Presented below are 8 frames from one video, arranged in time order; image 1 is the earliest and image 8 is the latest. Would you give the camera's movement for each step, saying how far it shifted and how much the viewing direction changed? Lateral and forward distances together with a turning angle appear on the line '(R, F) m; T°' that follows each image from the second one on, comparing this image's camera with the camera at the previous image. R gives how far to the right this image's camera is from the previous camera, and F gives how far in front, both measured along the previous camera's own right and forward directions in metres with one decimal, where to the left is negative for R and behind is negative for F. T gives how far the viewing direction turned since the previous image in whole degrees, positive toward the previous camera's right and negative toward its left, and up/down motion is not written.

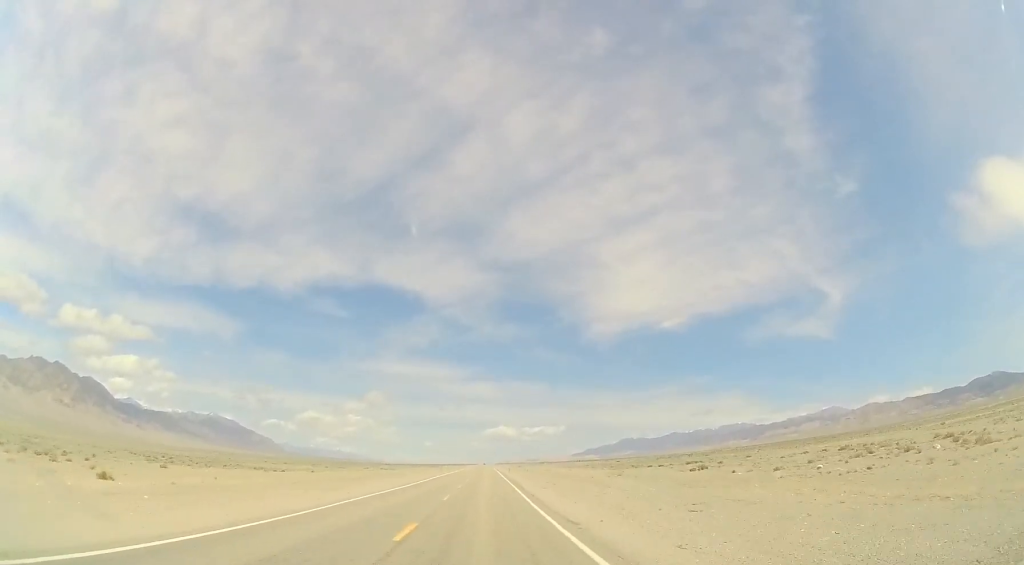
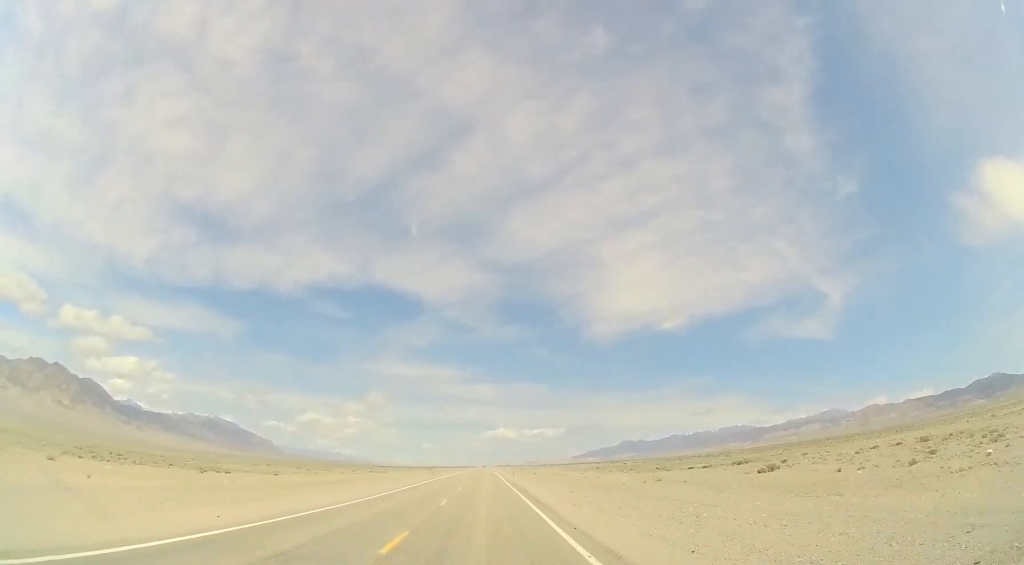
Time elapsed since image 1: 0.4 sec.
(0.0, +13.6) m; 0°
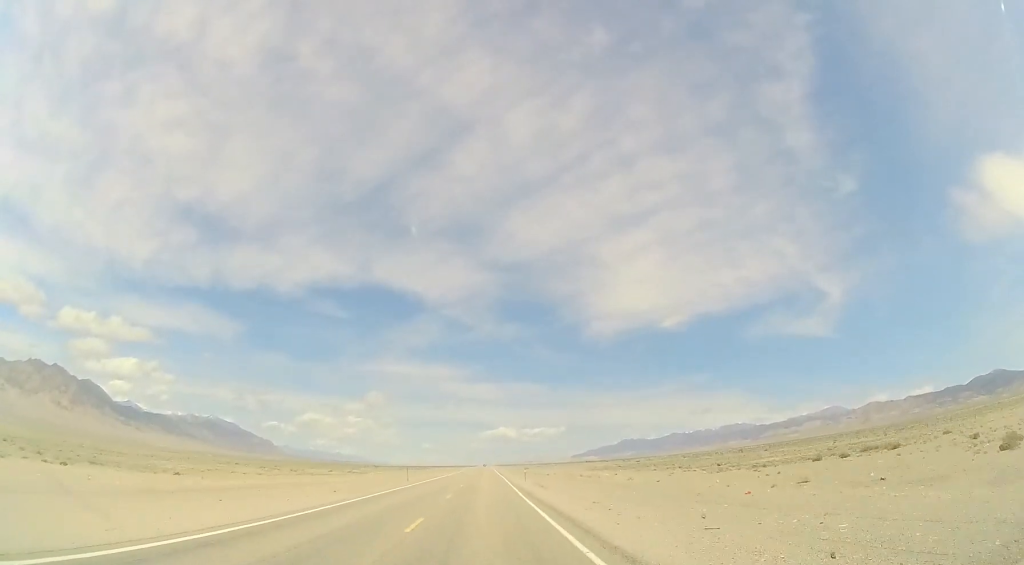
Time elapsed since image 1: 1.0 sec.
(0.0, +21.5) m; 0°
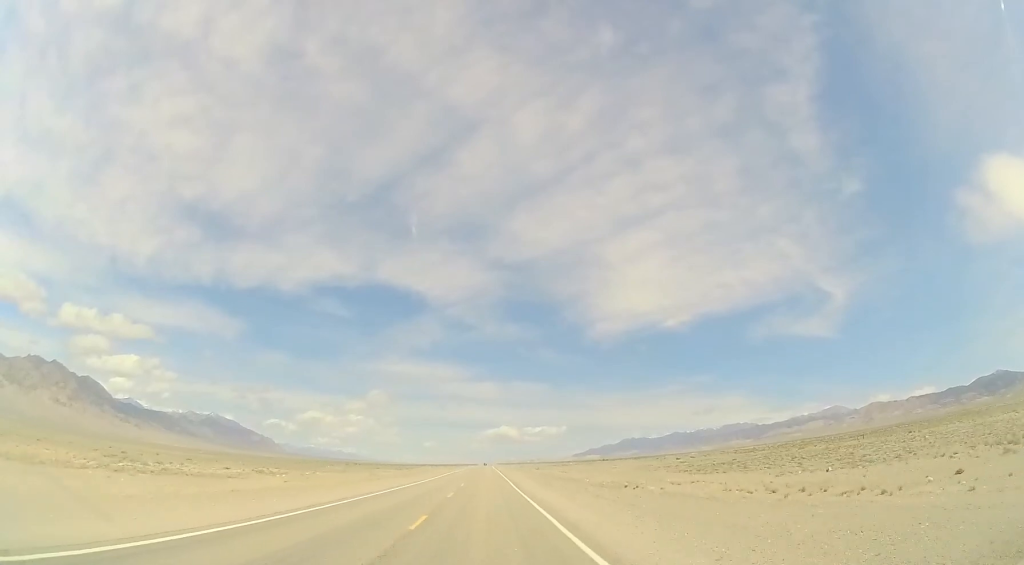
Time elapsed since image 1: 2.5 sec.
(+0.2, +48.5) m; 0°
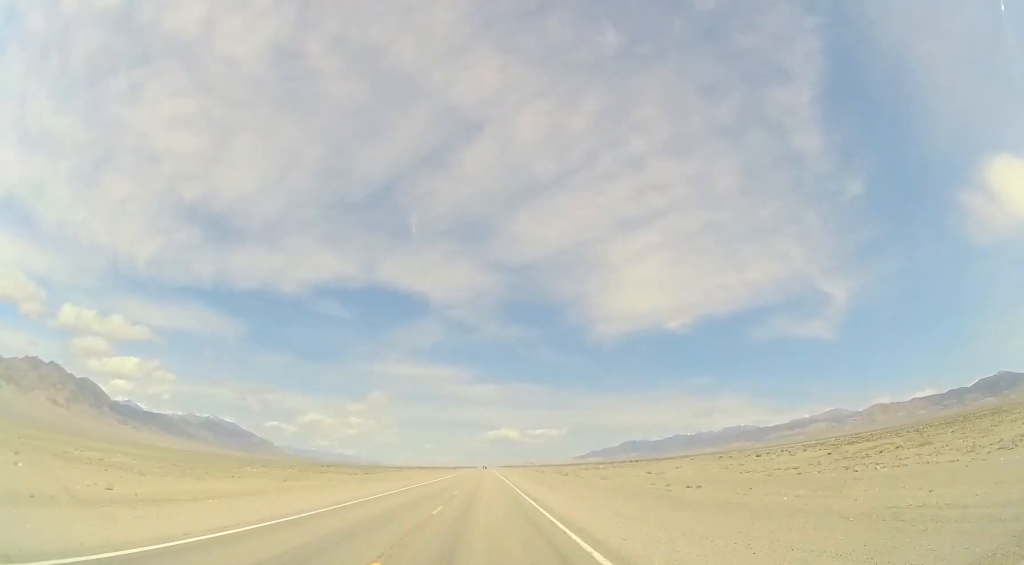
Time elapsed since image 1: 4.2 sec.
(-0.2, +57.0) m; -1°
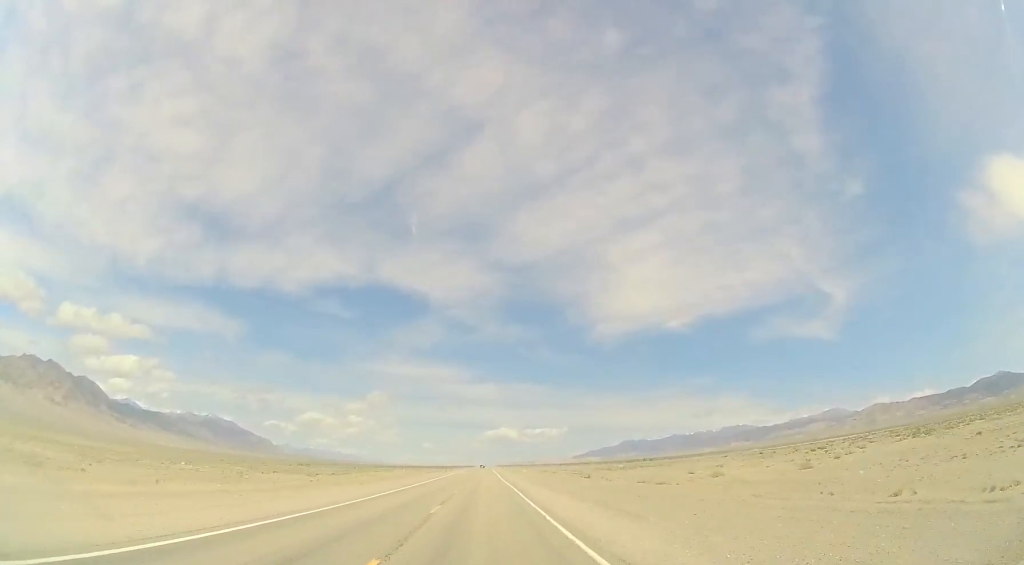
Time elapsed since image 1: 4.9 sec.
(0.0, +24.3) m; 0°
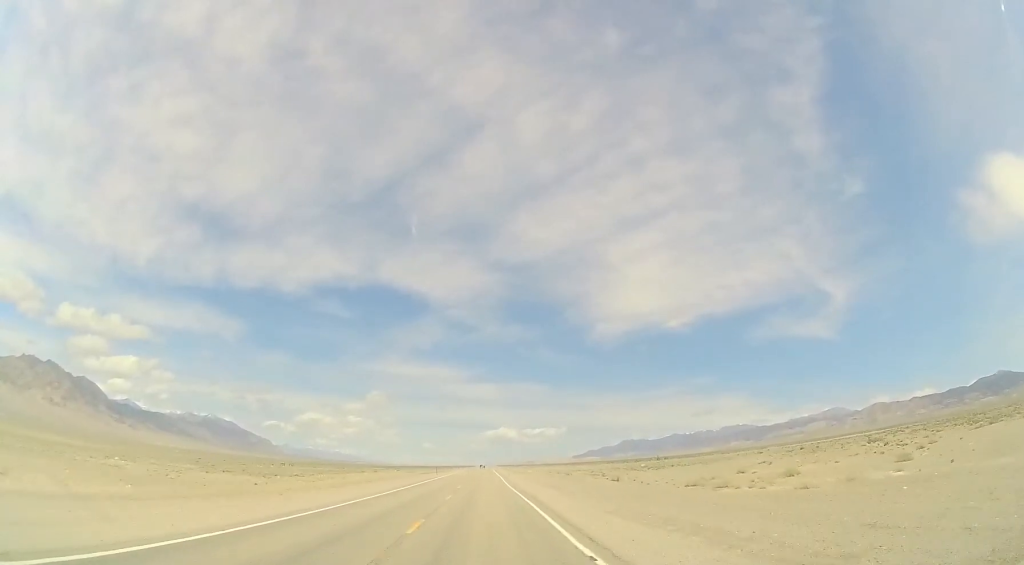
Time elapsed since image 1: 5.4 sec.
(-0.2, +17.5) m; 0°
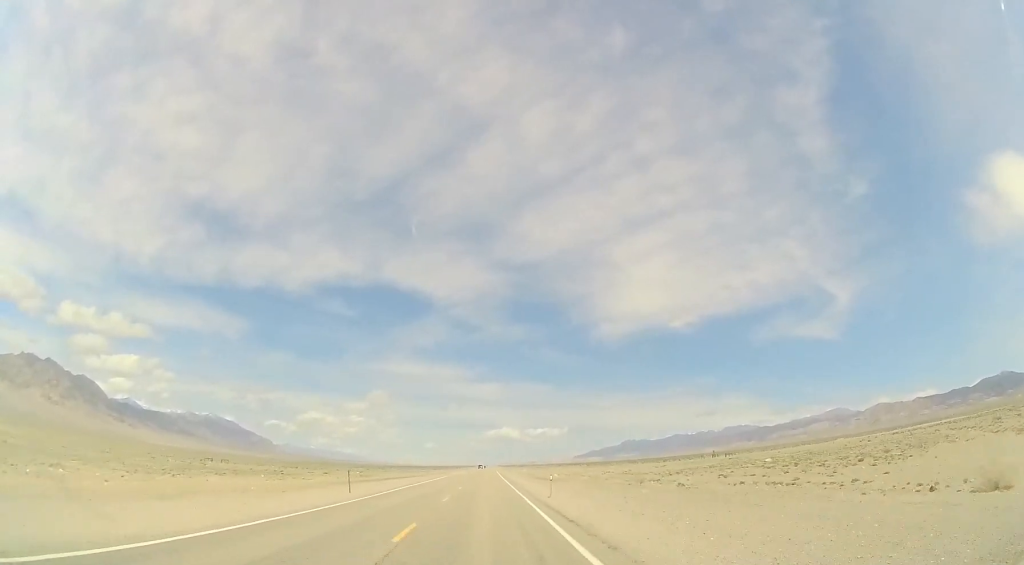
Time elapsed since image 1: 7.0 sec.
(+0.7, +50.2) m; +1°
